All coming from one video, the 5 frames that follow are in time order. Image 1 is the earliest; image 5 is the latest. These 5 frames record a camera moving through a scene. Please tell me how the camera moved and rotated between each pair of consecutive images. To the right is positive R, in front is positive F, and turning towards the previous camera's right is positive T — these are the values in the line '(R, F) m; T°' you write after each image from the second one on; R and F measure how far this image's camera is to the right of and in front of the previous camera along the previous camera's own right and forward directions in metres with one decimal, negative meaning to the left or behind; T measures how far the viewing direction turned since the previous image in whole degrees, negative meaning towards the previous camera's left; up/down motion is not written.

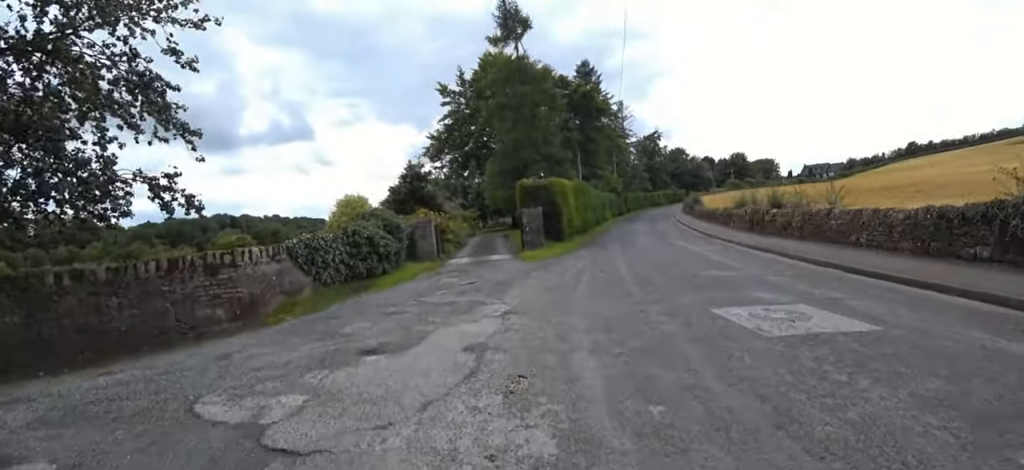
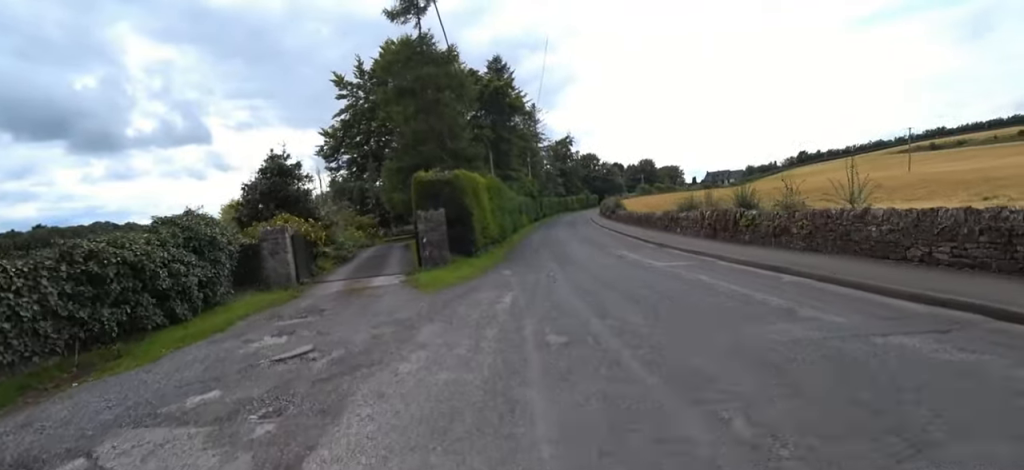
(0.0, +5.5) m; 0°
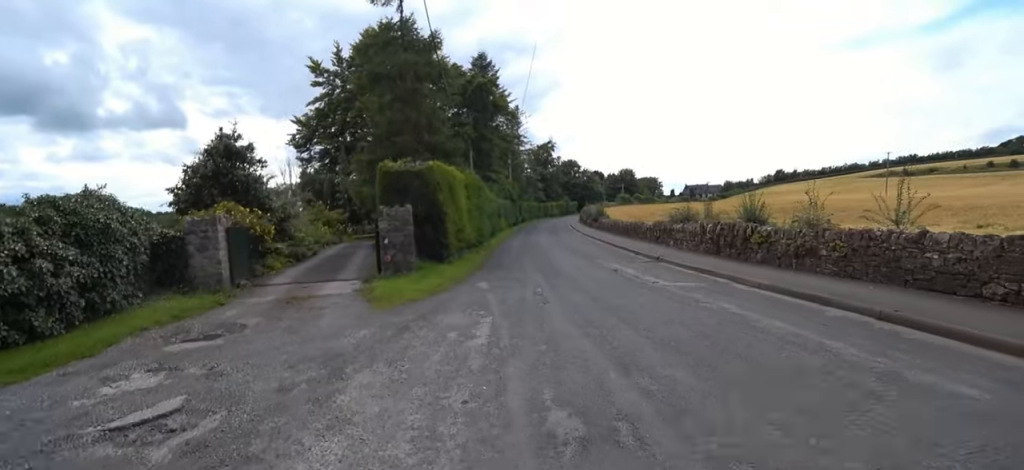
(0.0, +2.1) m; +3°
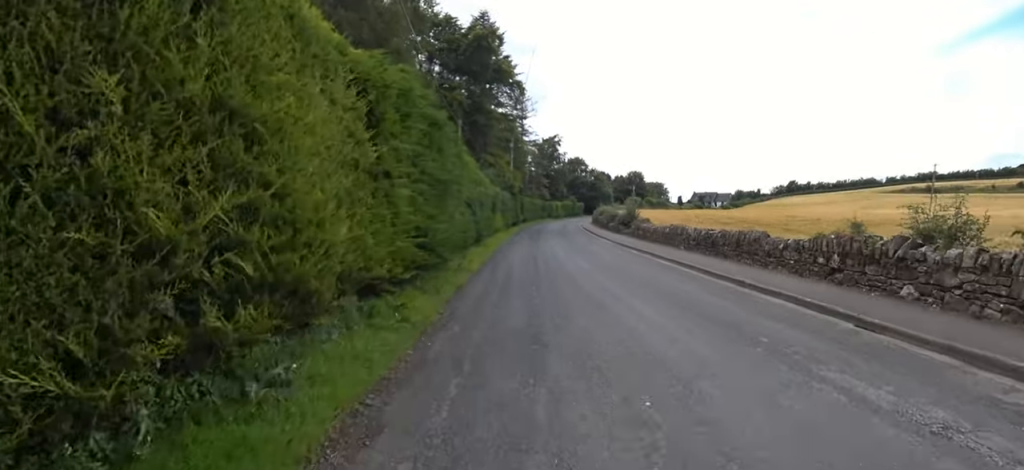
(+1.9, +11.0) m; +2°
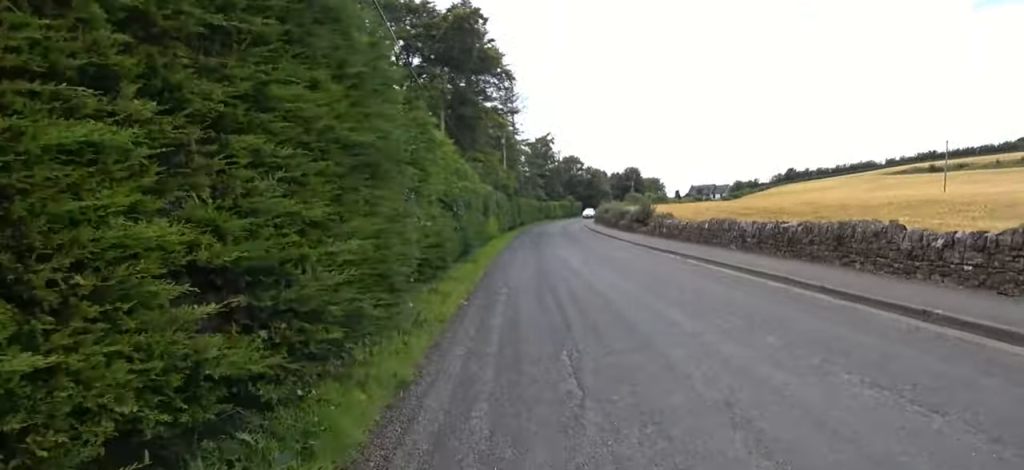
(-0.3, +4.5) m; -4°
